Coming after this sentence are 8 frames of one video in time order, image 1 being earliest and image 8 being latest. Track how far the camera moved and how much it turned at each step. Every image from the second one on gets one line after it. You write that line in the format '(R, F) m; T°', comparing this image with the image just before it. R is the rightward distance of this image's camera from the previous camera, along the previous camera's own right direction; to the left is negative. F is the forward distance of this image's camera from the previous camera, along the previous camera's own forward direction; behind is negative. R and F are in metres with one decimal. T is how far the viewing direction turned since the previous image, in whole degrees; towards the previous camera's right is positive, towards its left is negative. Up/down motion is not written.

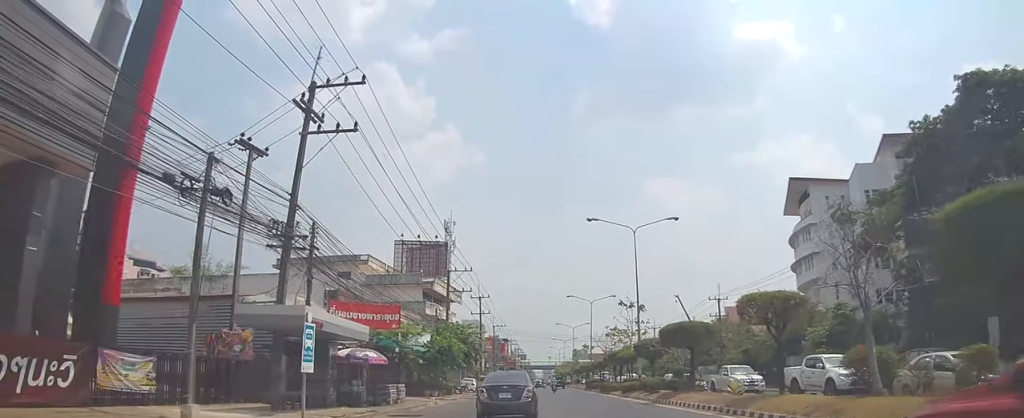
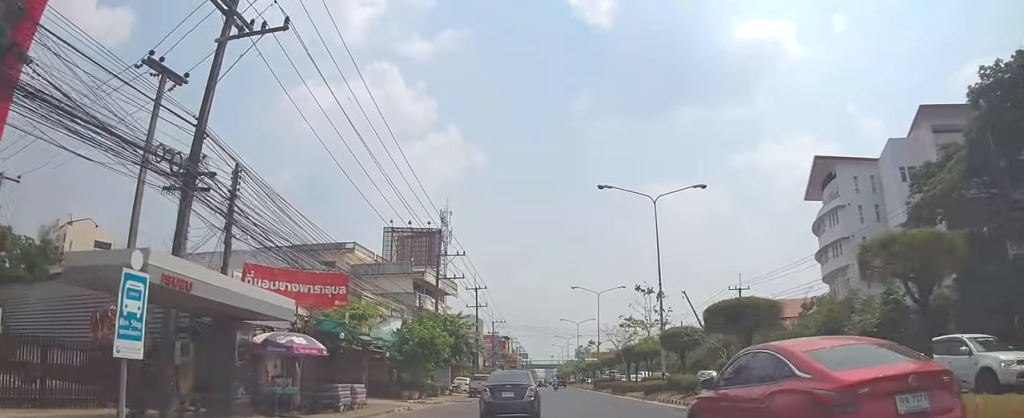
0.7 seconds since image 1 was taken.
(+0.1, +7.0) m; 0°
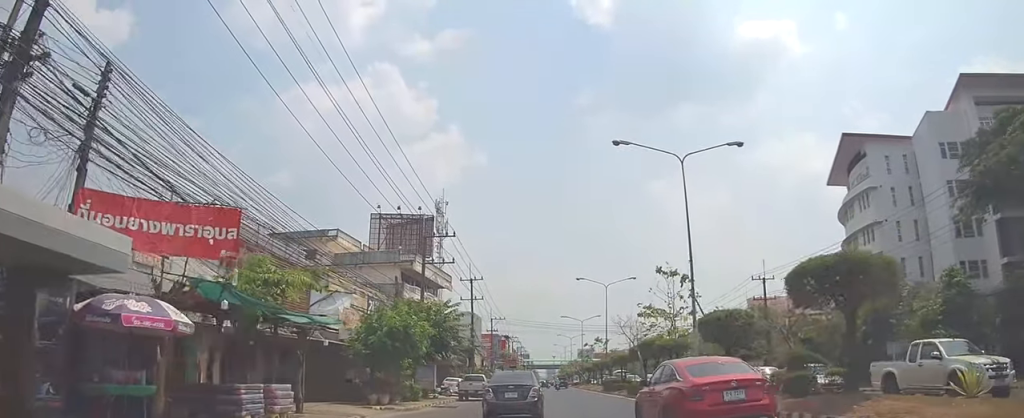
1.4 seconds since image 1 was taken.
(0.0, +6.7) m; 0°
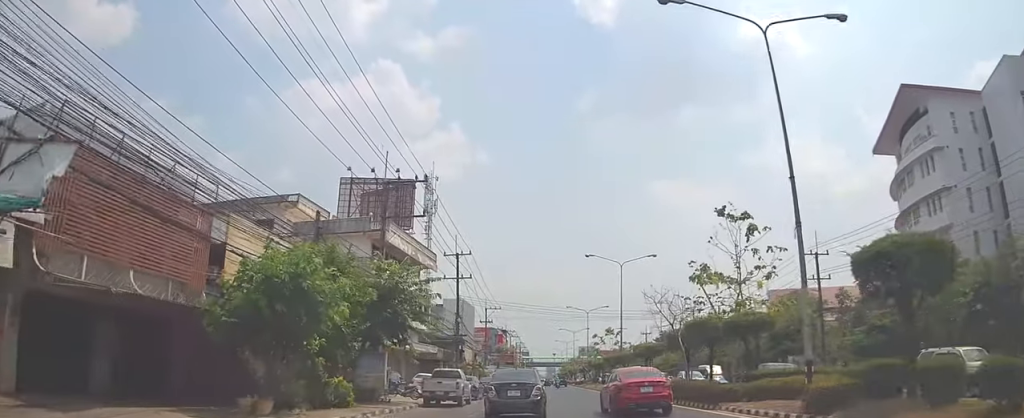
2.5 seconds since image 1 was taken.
(0.0, +11.6) m; 0°
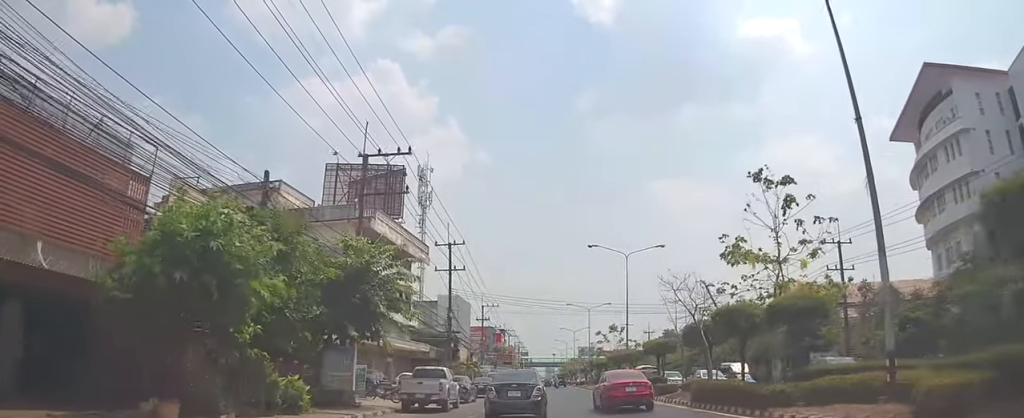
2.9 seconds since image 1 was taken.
(0.0, +4.1) m; 0°
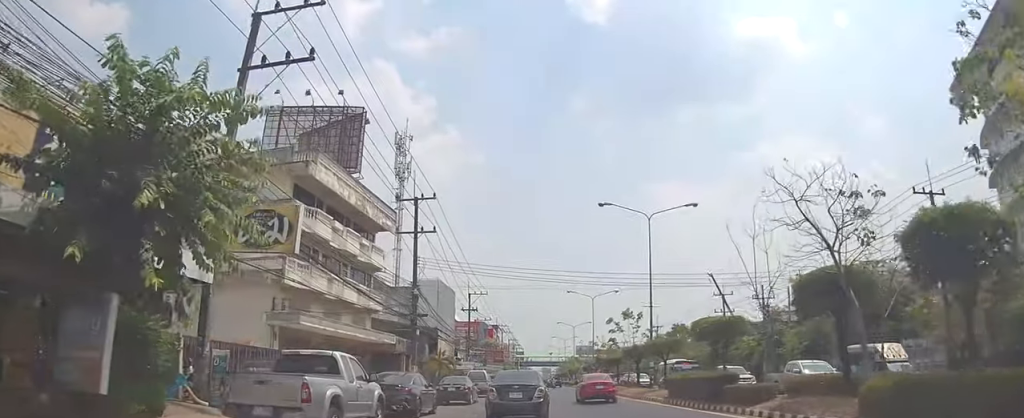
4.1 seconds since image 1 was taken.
(-0.1, +12.2) m; -1°
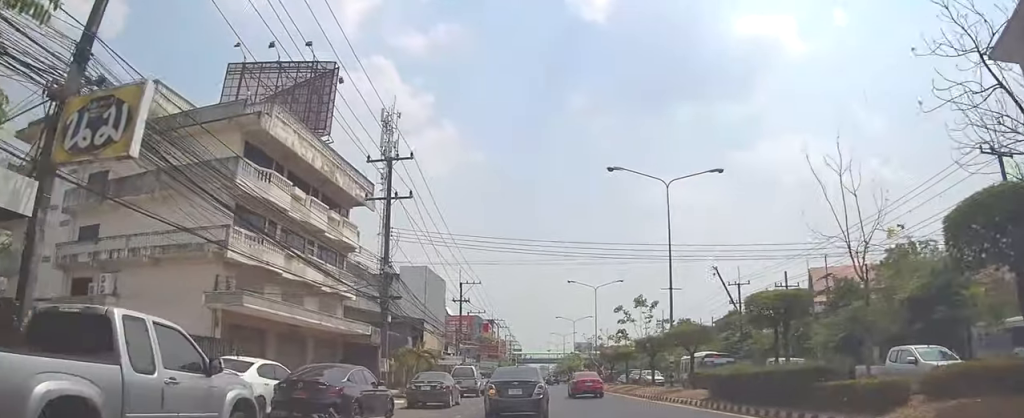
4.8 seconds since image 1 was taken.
(0.0, +6.2) m; 0°
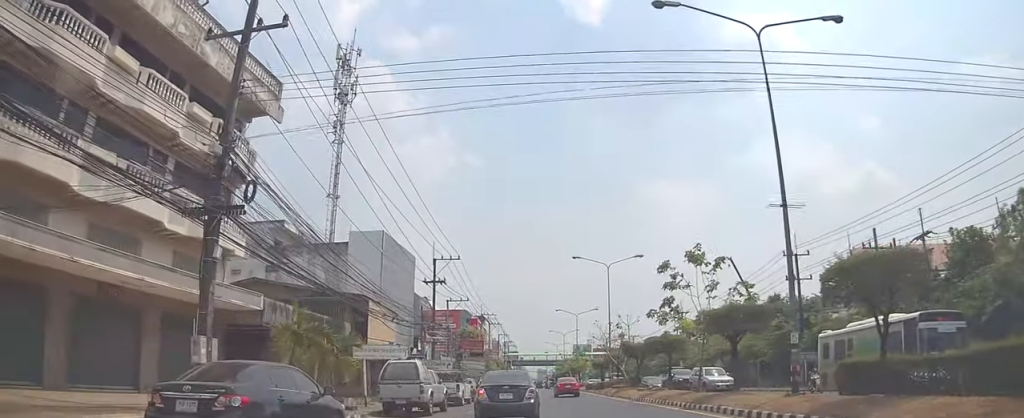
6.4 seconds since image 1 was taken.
(+0.5, +15.3) m; +6°
